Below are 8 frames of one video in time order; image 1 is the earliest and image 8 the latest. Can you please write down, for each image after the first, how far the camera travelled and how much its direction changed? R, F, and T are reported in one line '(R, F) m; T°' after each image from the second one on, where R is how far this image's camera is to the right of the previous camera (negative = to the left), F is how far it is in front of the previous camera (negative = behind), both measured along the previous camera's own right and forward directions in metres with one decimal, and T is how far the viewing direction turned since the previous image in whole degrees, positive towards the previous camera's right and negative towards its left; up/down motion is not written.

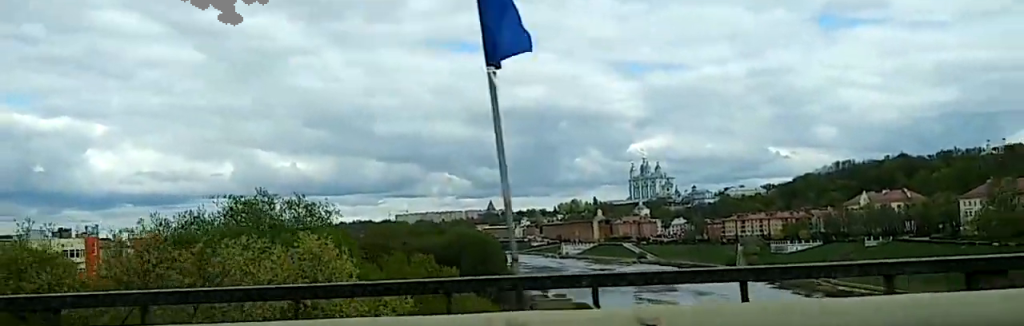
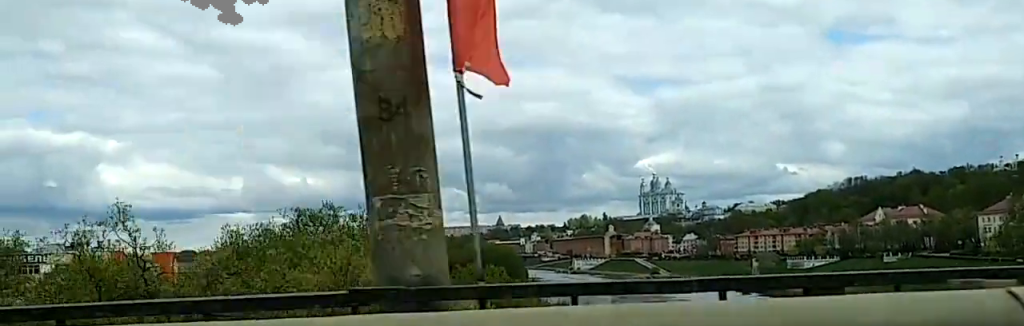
(+0.1, +3.4) m; 0°
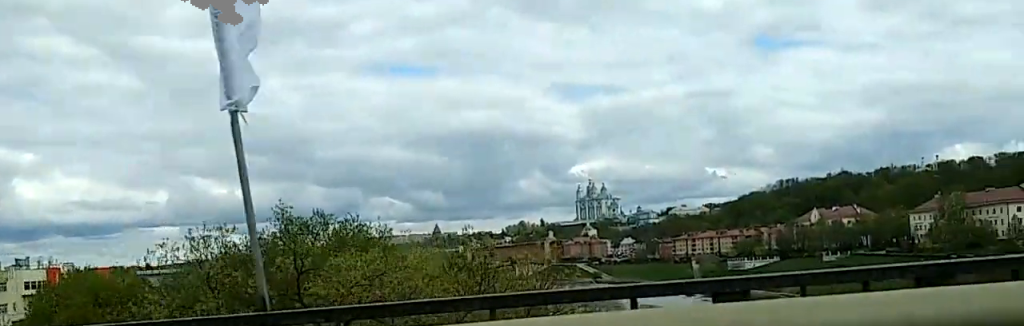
(0.0, +3.9) m; 0°
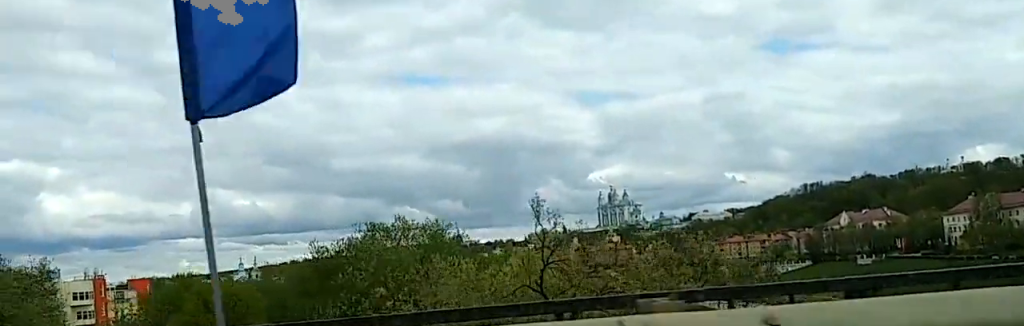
(-0.2, +3.7) m; 0°
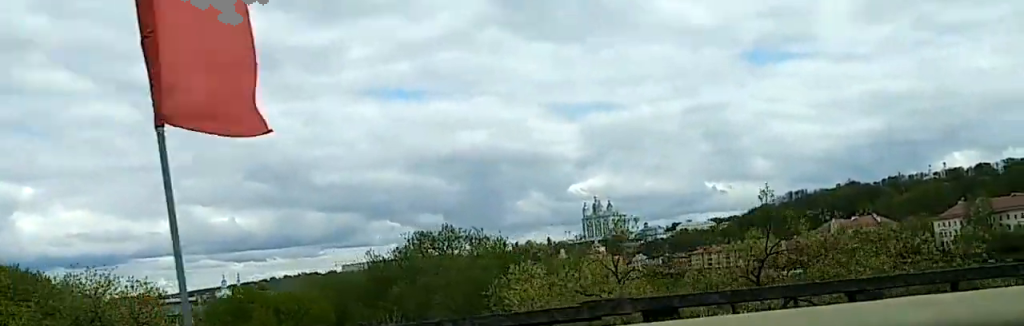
(+0.1, +4.3) m; 0°
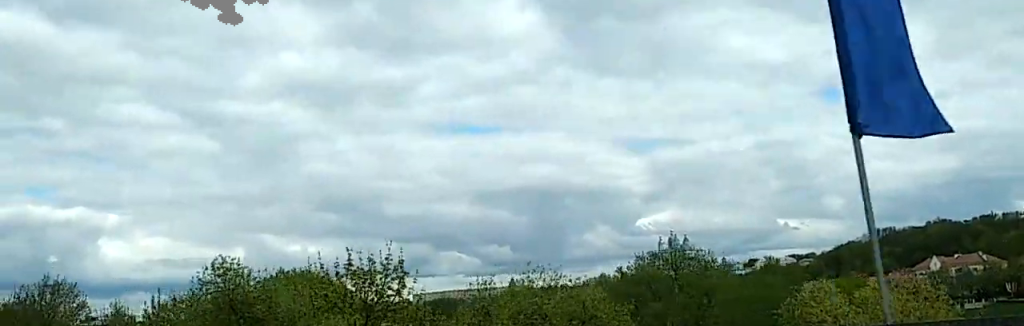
(-0.2, +11.2) m; -2°
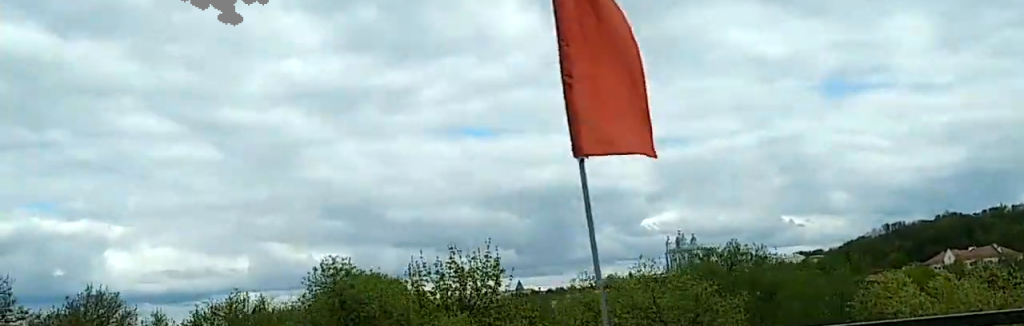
(0.0, +3.3) m; +1°
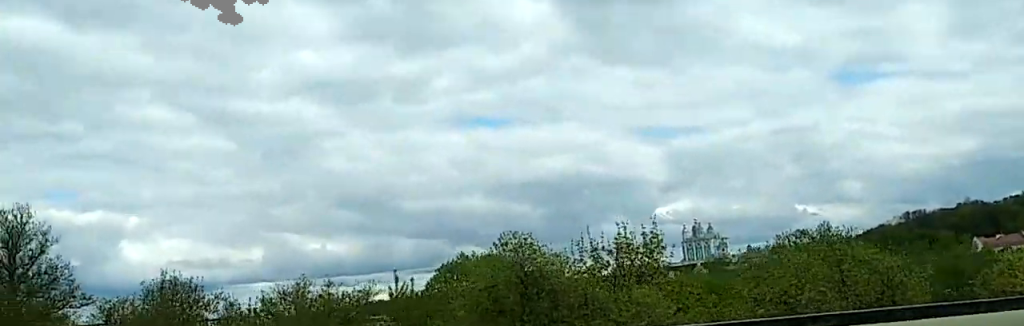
(+0.1, +5.6) m; +2°
